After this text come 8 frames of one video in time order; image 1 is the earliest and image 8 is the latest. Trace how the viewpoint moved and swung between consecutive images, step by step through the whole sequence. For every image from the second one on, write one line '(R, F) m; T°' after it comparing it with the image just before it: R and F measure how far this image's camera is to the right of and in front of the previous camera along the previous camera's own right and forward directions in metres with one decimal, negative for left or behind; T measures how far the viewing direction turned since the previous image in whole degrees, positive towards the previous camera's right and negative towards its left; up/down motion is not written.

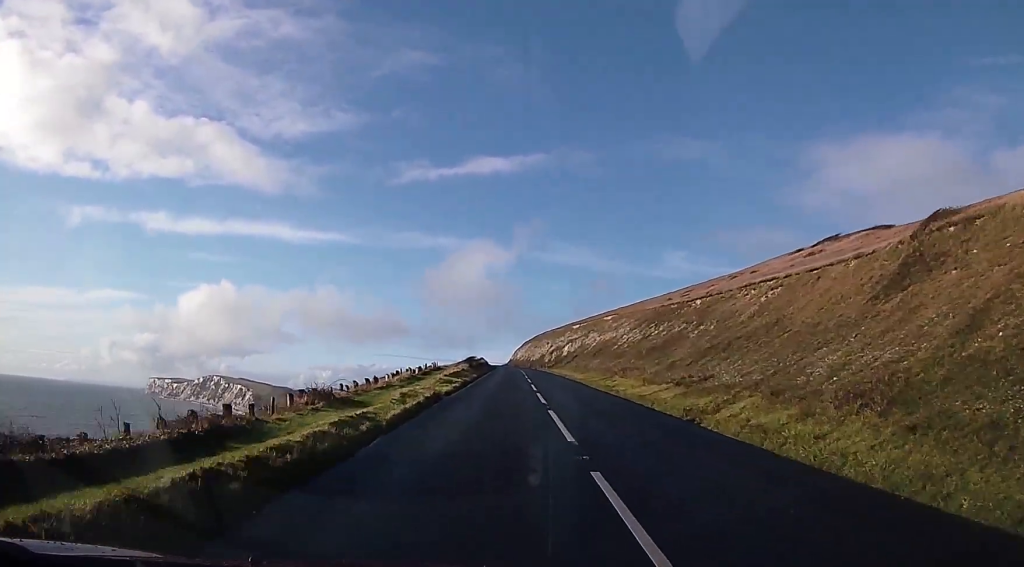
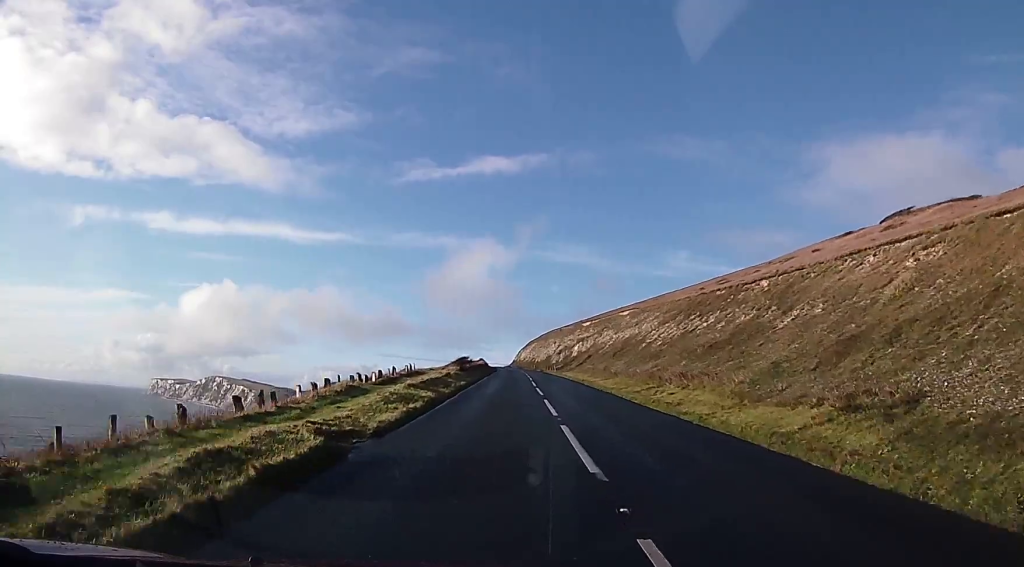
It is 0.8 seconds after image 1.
(-0.1, +12.6) m; 0°
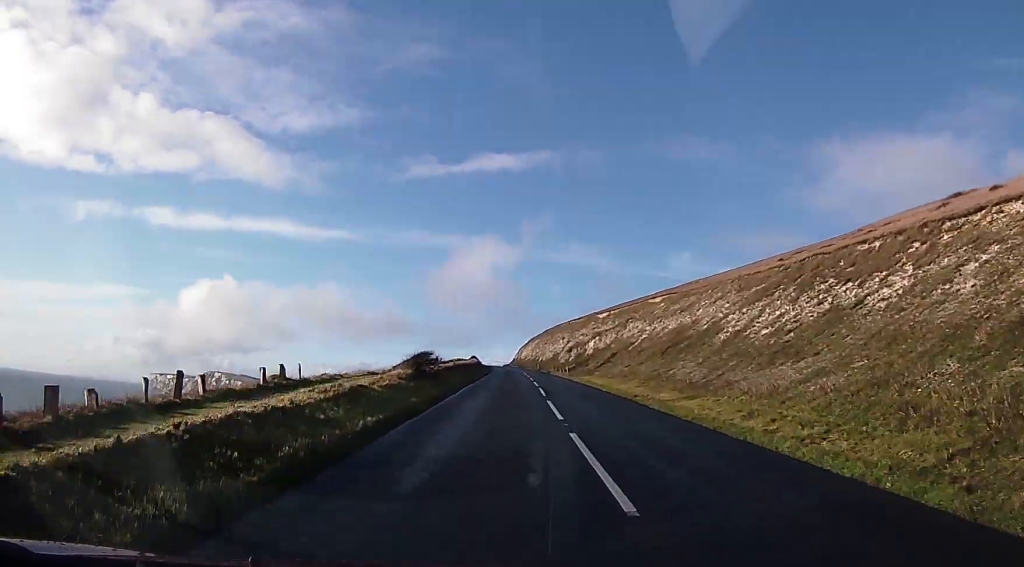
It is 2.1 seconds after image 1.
(+0.1, +19.8) m; 0°
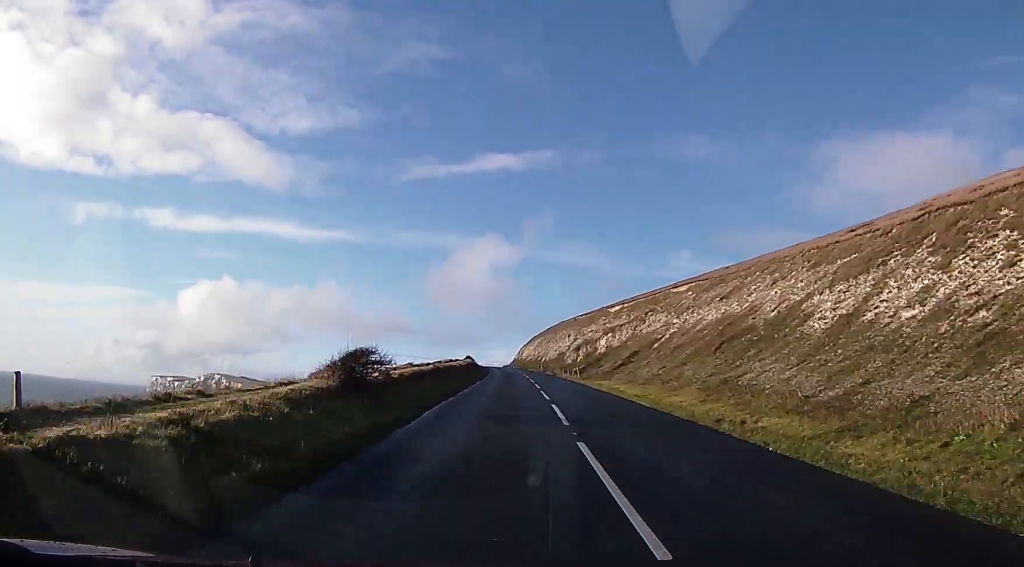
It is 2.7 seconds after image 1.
(-0.1, +10.4) m; 0°
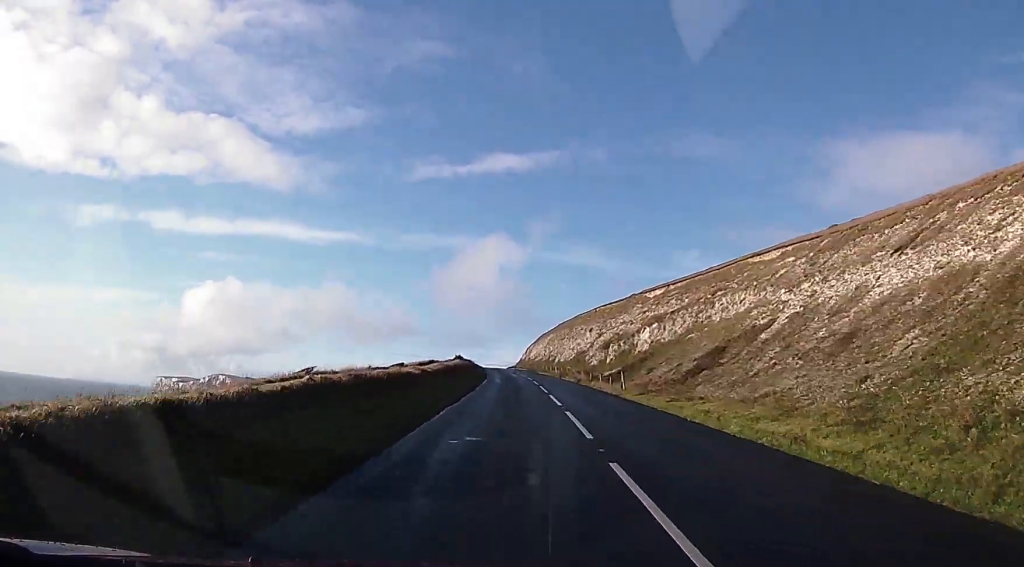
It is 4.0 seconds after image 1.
(0.0, +19.8) m; 0°
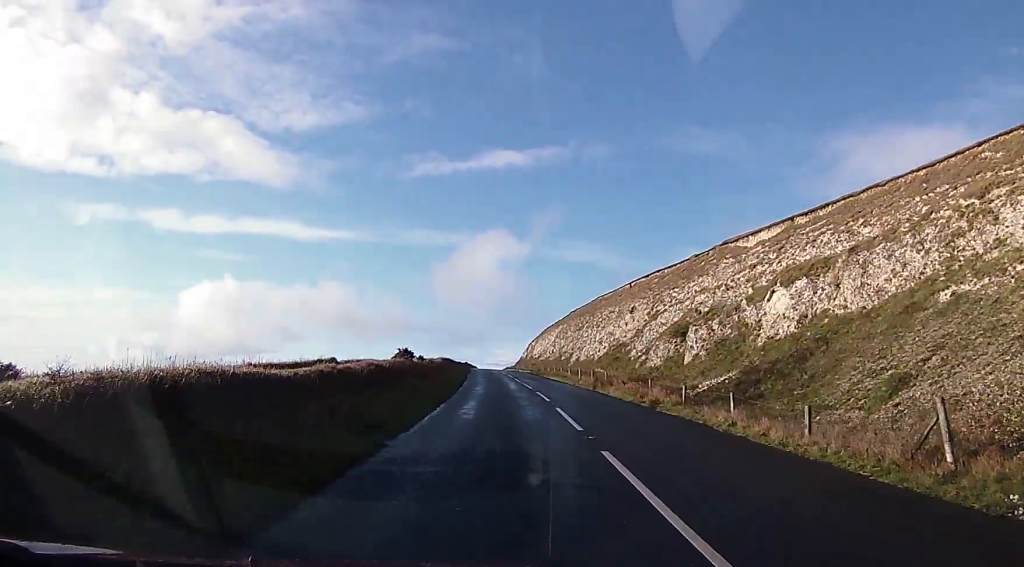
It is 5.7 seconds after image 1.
(0.0, +26.3) m; 0°
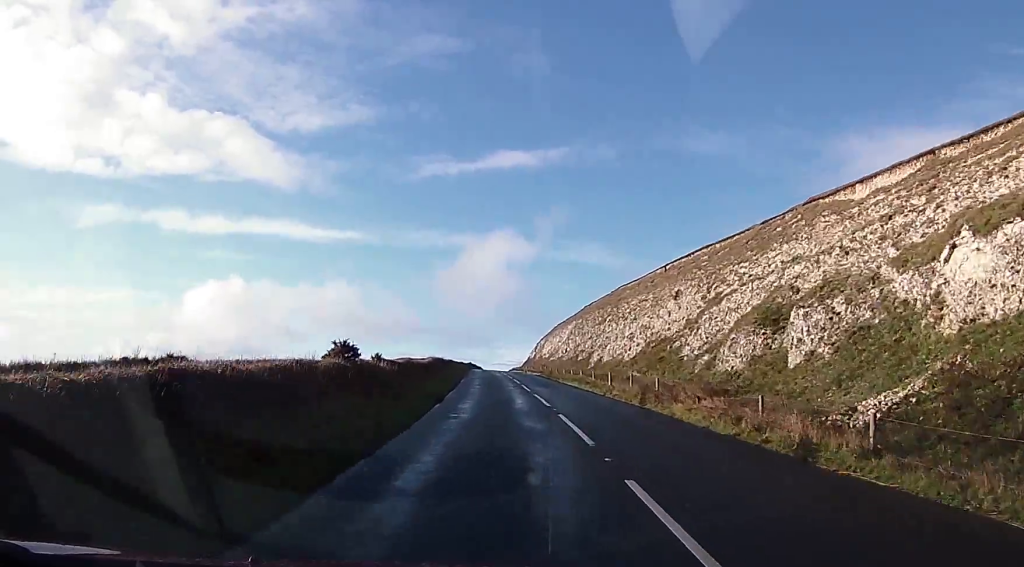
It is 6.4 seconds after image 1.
(0.0, +11.1) m; 0°
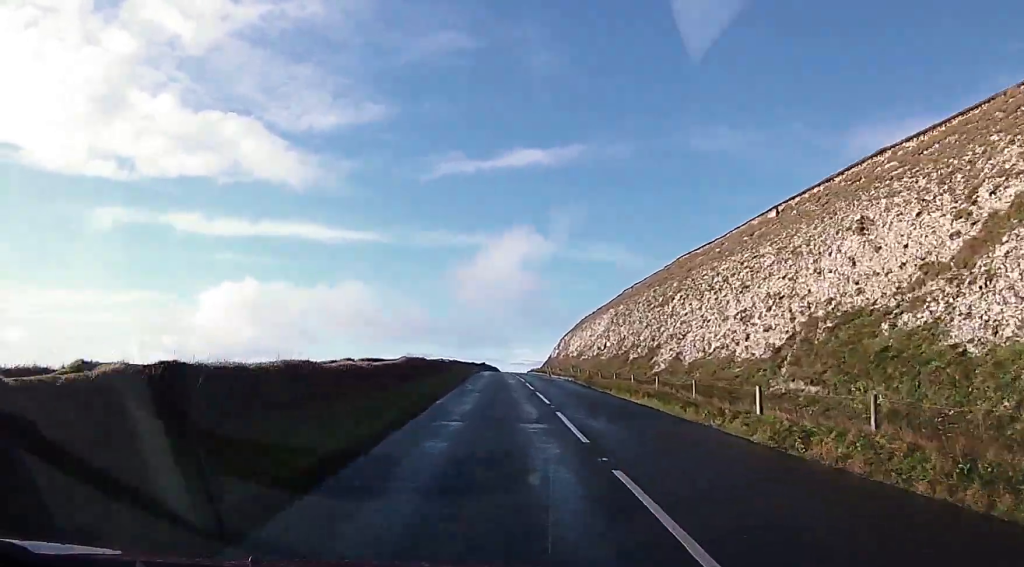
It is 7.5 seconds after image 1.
(0.0, +17.9) m; 0°
